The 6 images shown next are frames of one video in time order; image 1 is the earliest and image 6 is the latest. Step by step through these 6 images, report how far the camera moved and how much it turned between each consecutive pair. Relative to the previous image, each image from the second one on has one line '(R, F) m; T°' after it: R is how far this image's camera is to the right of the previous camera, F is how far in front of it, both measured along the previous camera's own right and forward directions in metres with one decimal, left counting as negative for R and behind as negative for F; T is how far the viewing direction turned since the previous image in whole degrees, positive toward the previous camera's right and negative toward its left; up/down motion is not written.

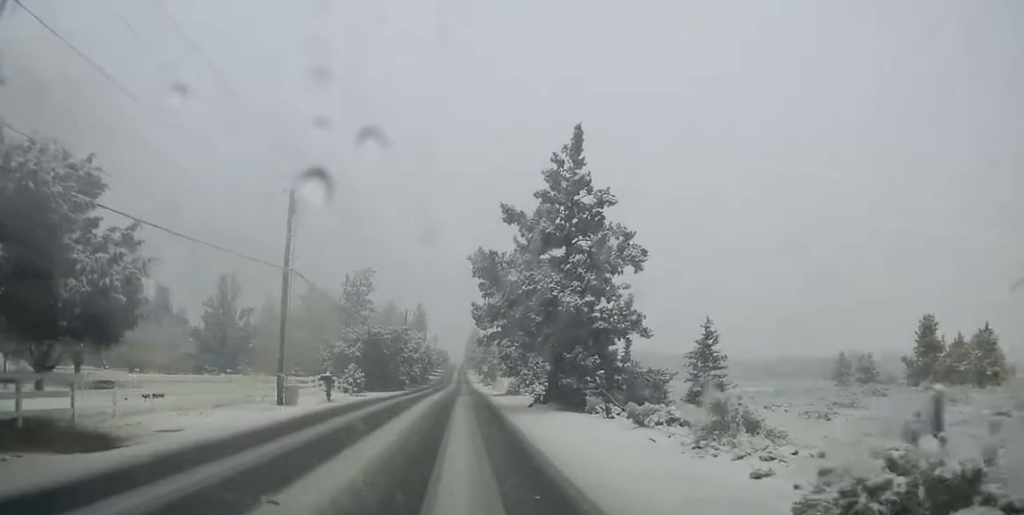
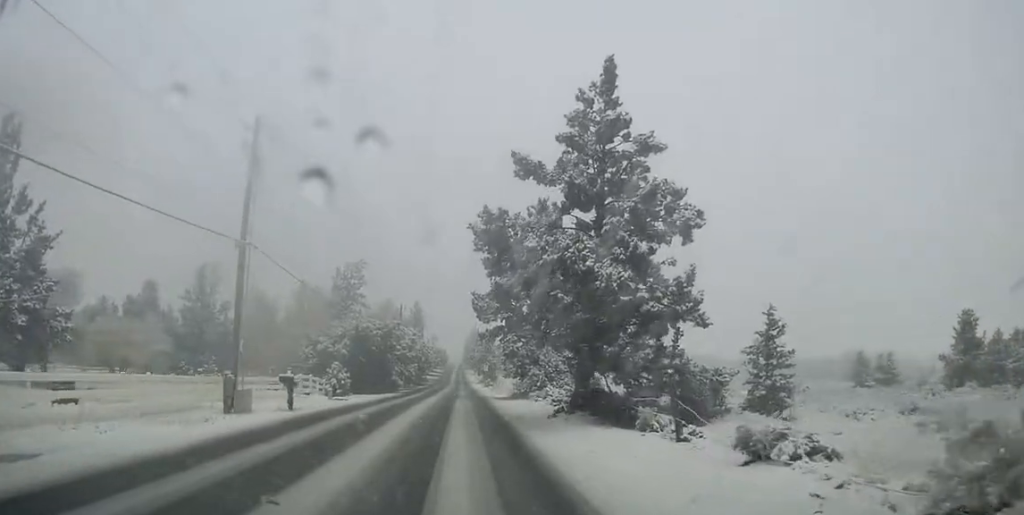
(0.0, +6.5) m; 0°
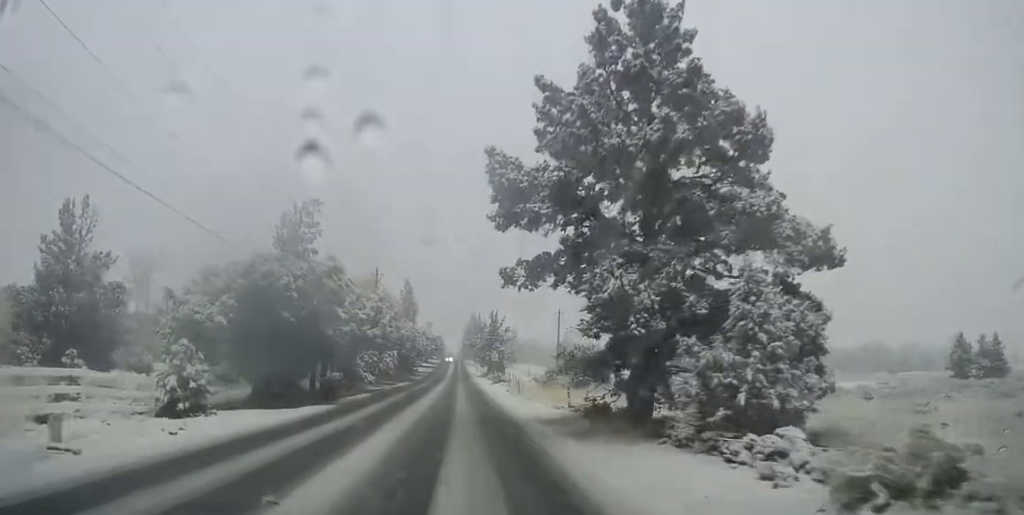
(0.0, +26.7) m; 0°
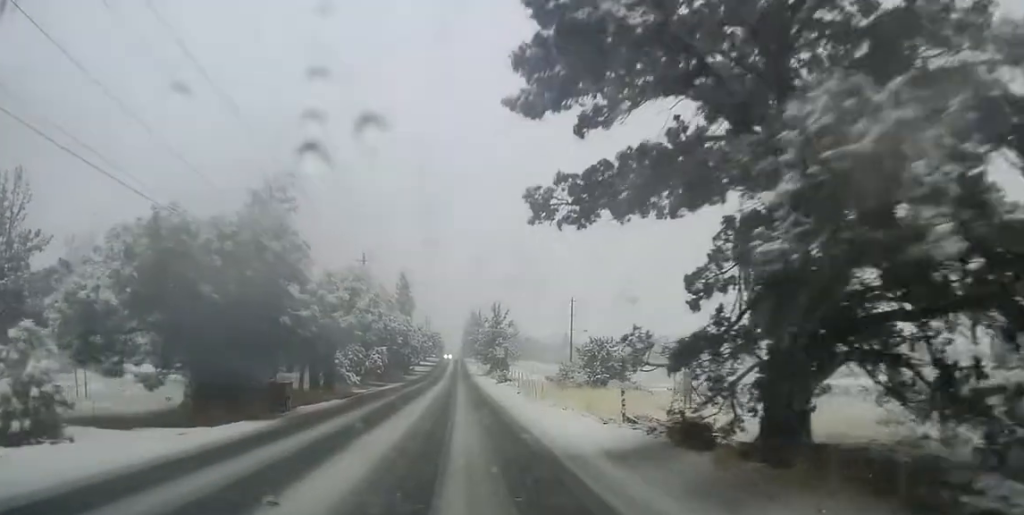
(0.0, +8.5) m; 0°
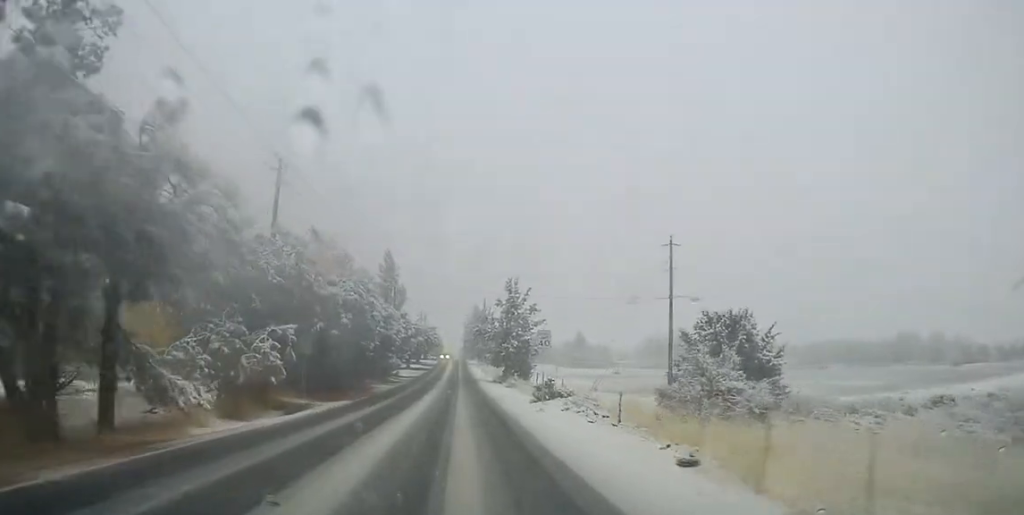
(-0.6, +28.8) m; -1°
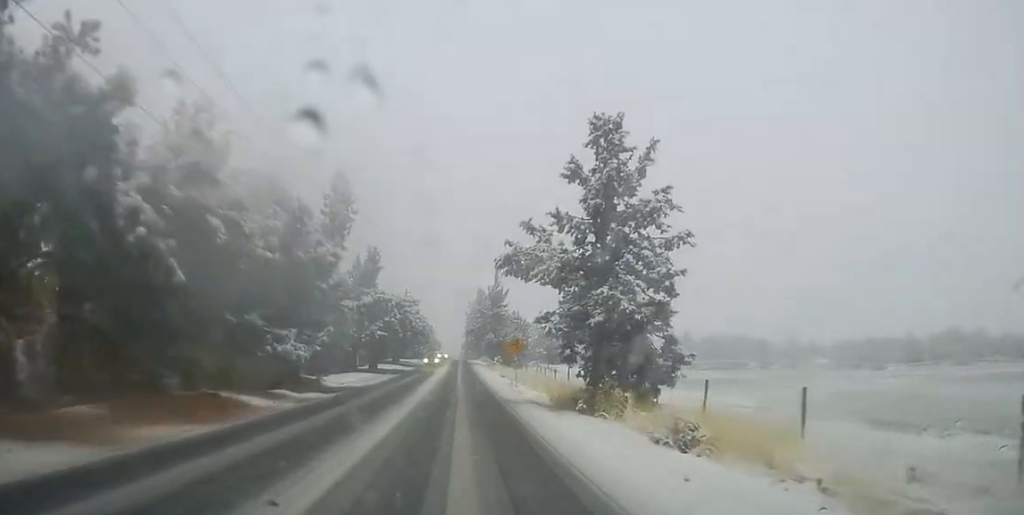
(+1.6, +45.6) m; +3°
